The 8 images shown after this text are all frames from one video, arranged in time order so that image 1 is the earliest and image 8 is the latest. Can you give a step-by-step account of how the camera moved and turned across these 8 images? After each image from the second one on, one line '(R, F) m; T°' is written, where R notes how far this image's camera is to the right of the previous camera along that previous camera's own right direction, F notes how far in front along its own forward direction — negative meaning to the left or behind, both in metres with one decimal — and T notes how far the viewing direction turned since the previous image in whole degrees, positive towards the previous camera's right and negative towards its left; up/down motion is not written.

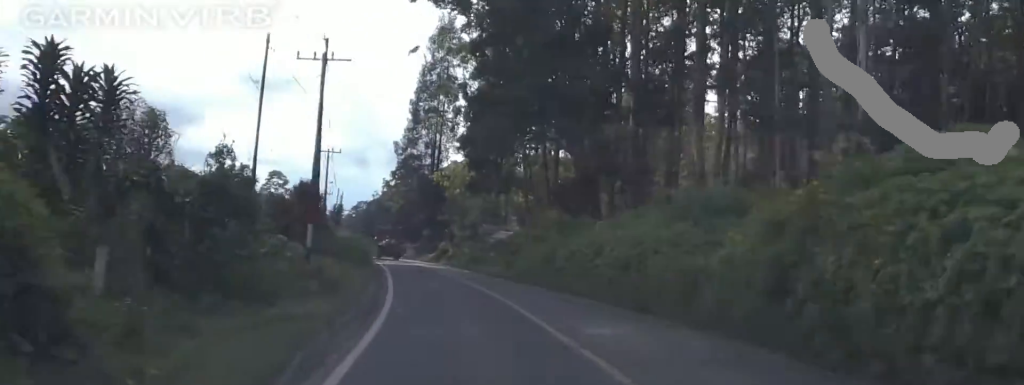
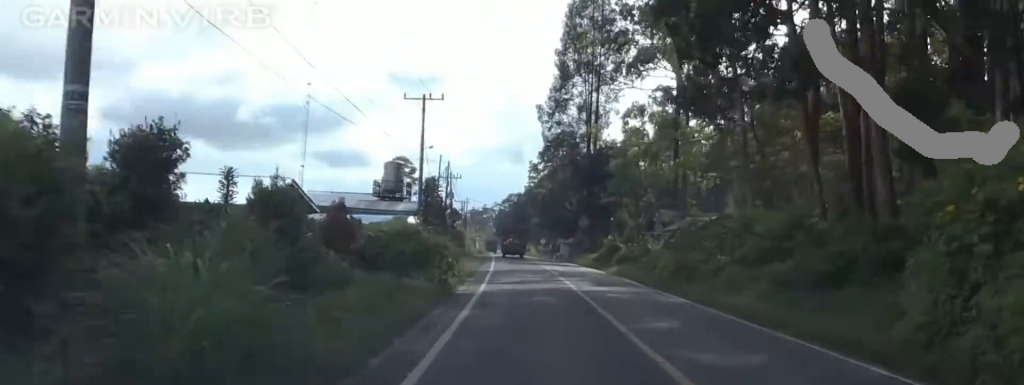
(-3.2, +29.9) m; -11°
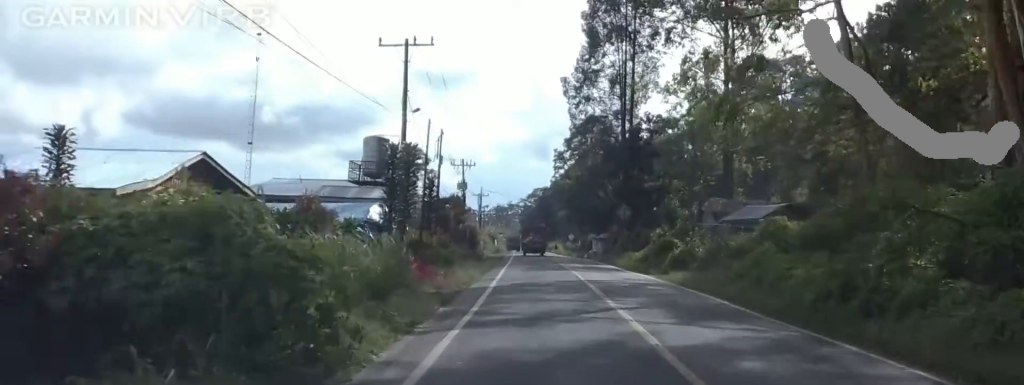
(0.0, +14.0) m; -1°
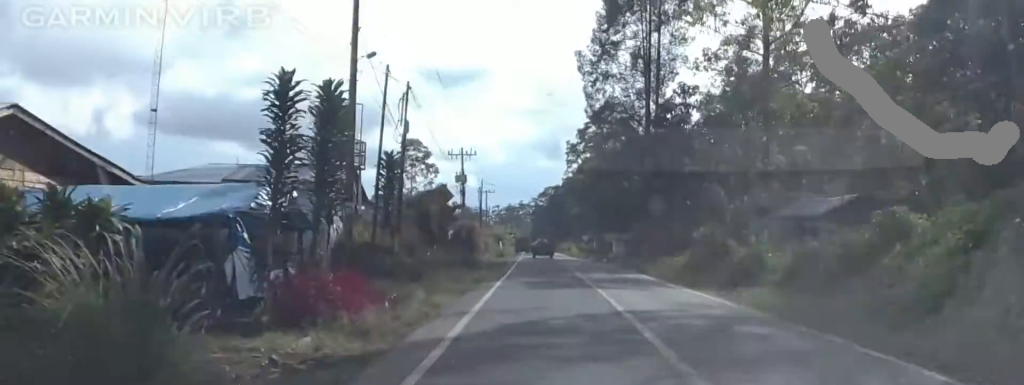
(+0.3, +11.6) m; -4°
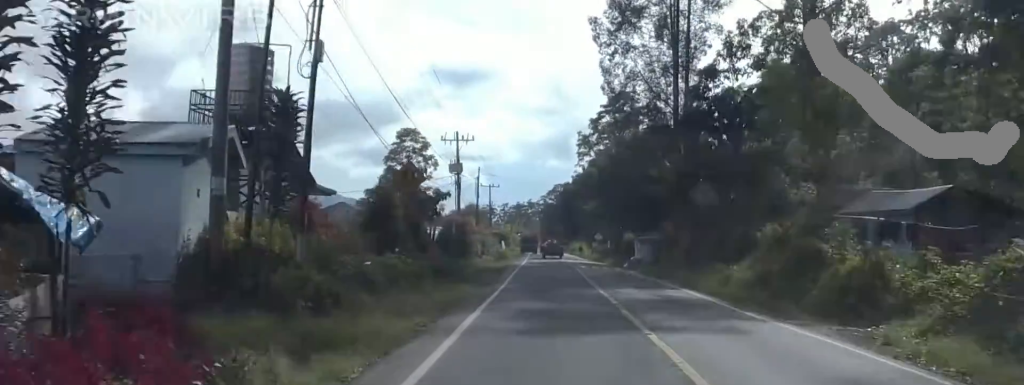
(-1.0, +11.1) m; 0°
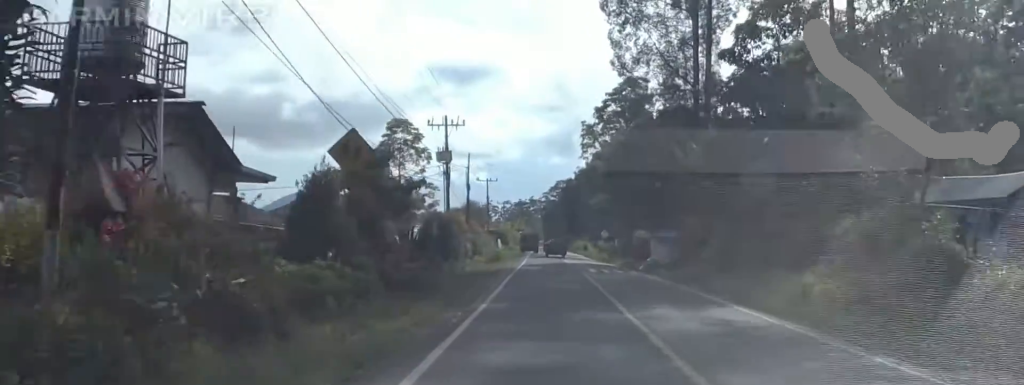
(-0.1, +8.0) m; +1°
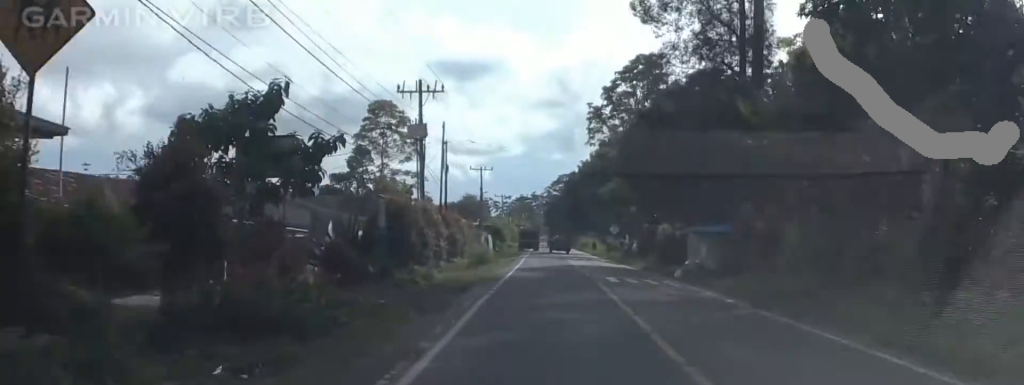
(+0.9, +12.4) m; +4°
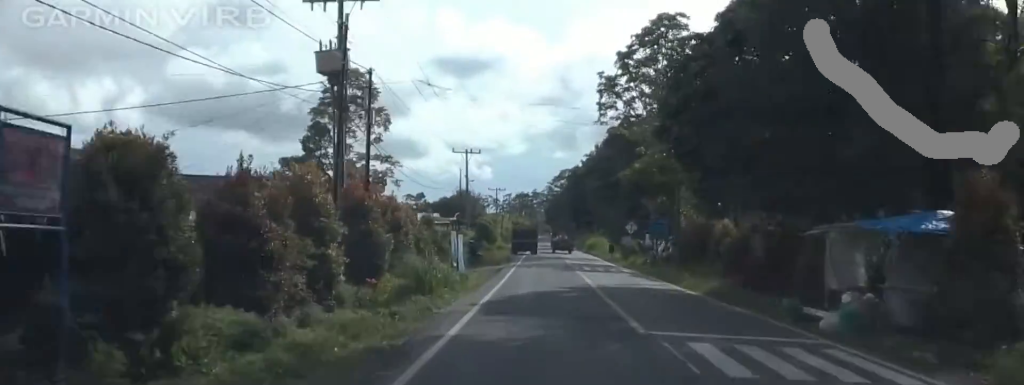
(0.0, +17.6) m; -1°
